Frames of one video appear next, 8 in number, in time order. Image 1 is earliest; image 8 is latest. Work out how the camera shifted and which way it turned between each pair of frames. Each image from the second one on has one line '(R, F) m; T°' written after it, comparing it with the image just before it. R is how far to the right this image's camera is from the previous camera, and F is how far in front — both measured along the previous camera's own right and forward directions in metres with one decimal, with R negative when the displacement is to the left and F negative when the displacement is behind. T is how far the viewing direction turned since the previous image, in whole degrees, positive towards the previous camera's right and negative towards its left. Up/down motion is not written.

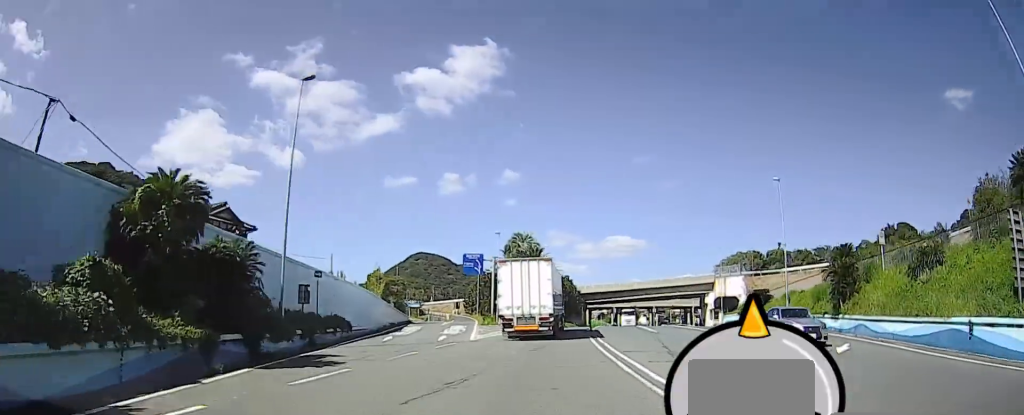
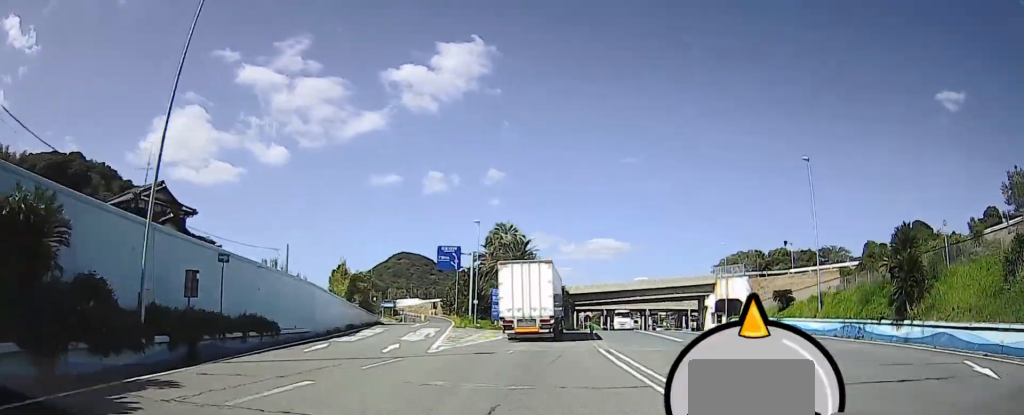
(0.0, +2.6) m; 0°
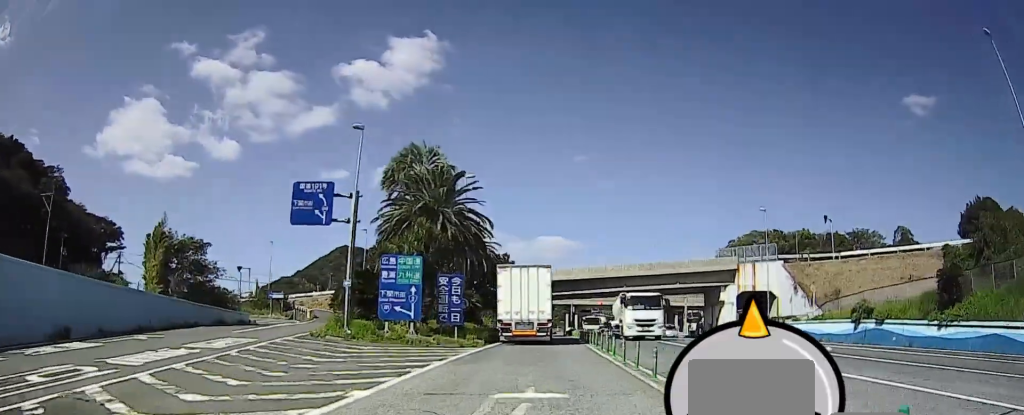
(0.0, +11.3) m; 0°
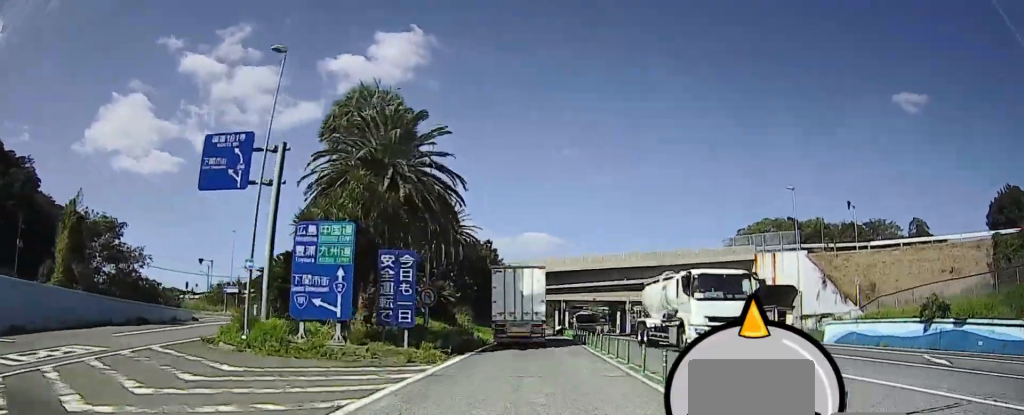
(0.0, +3.7) m; 0°
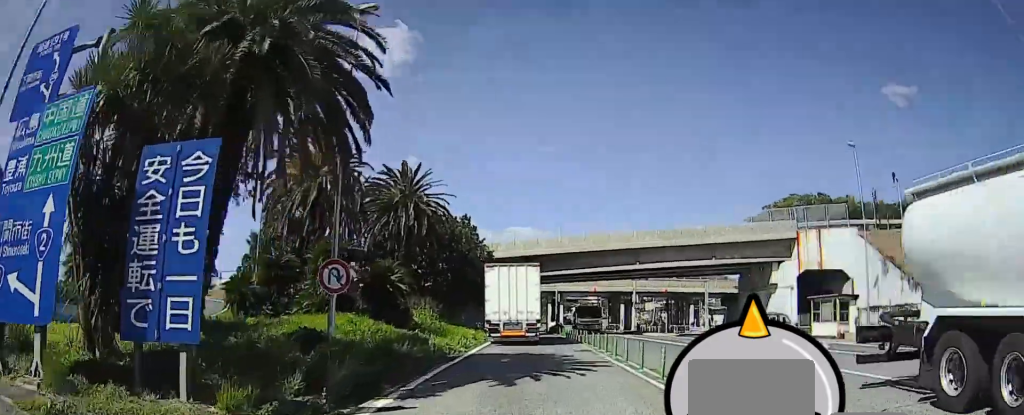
(0.0, +5.3) m; 0°
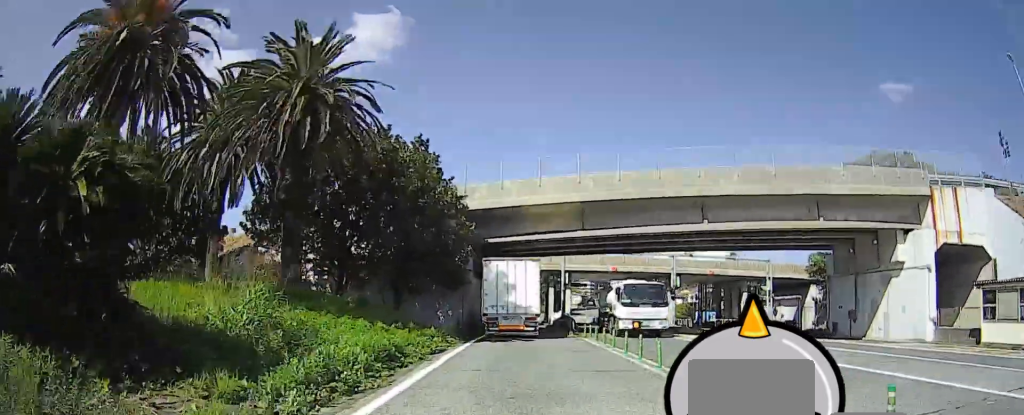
(0.0, +17.4) m; 0°
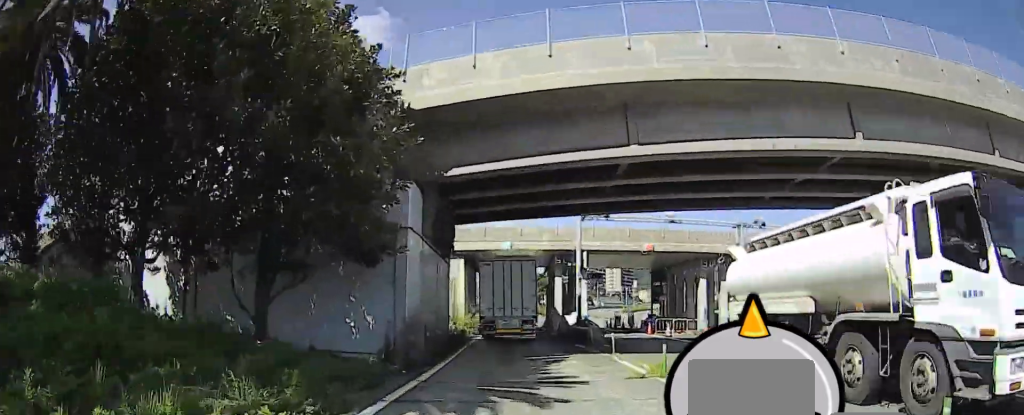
(0.0, +14.1) m; 0°
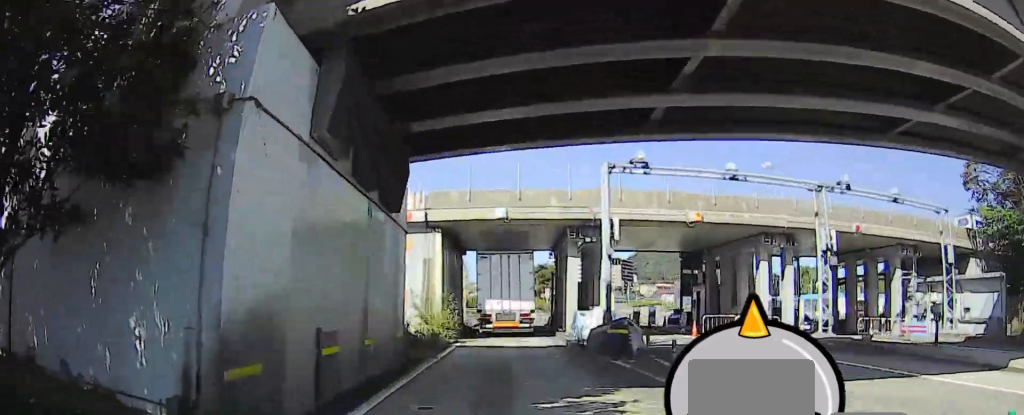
(0.0, +8.3) m; 0°
